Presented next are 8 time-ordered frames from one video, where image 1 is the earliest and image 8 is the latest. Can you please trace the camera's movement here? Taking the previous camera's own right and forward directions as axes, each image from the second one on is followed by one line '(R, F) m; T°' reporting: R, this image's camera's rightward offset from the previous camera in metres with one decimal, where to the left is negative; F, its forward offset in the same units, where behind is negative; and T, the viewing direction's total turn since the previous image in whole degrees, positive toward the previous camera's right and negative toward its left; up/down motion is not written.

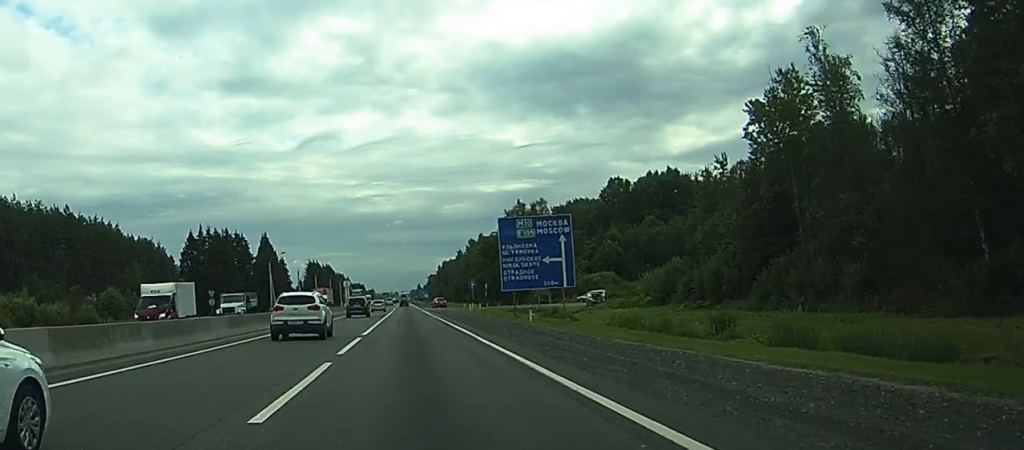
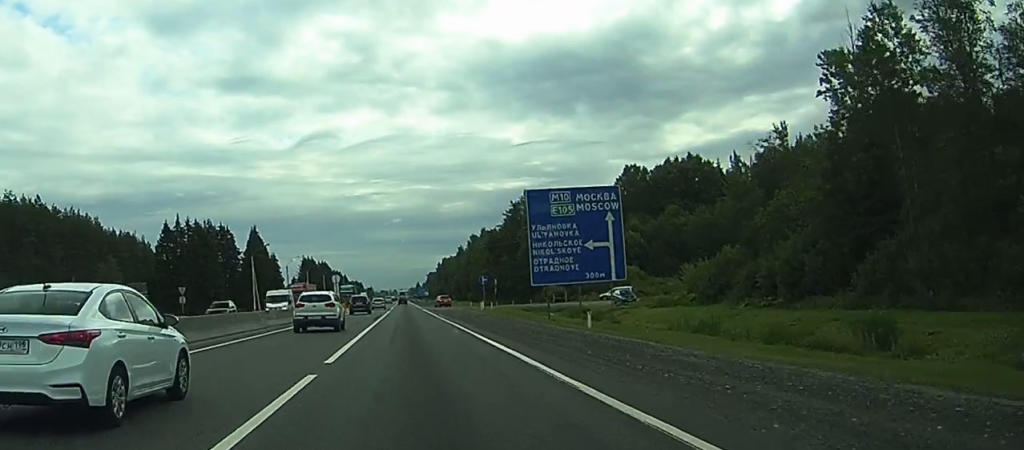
(0.0, +15.5) m; 0°
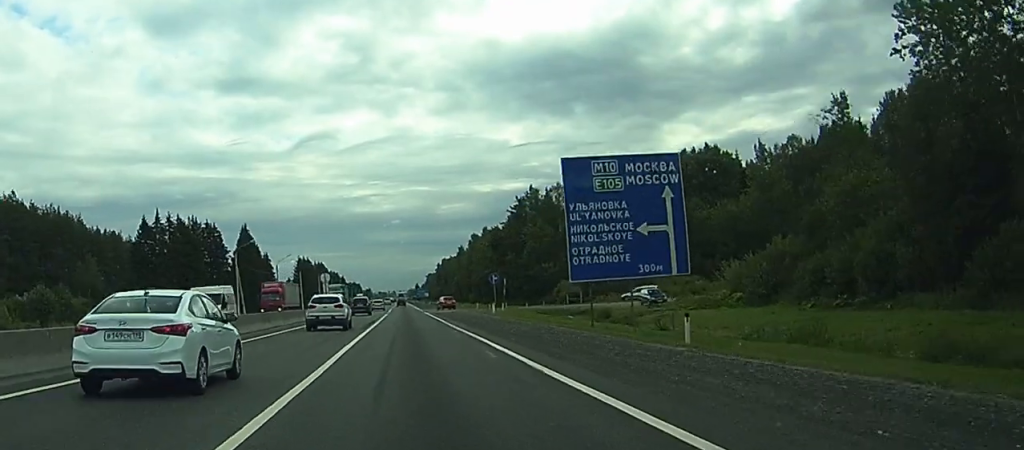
(0.0, +11.6) m; 0°
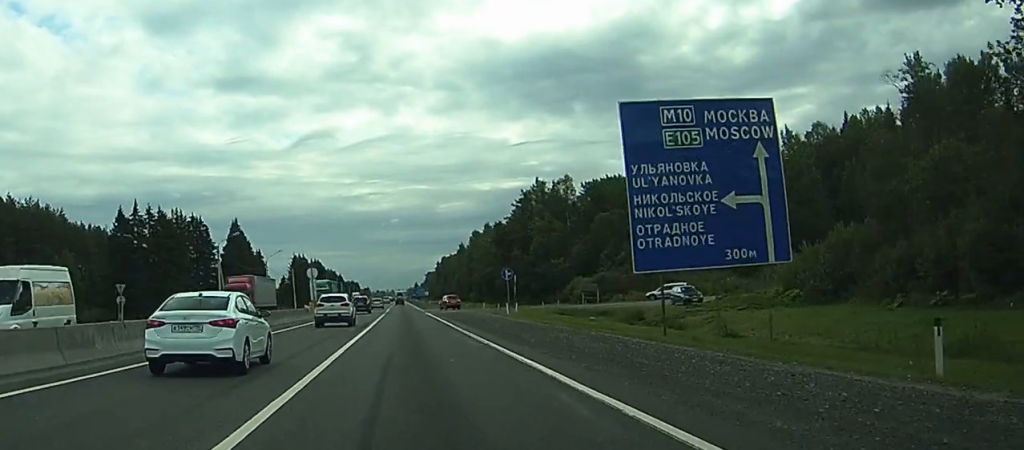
(0.0, +10.9) m; 0°
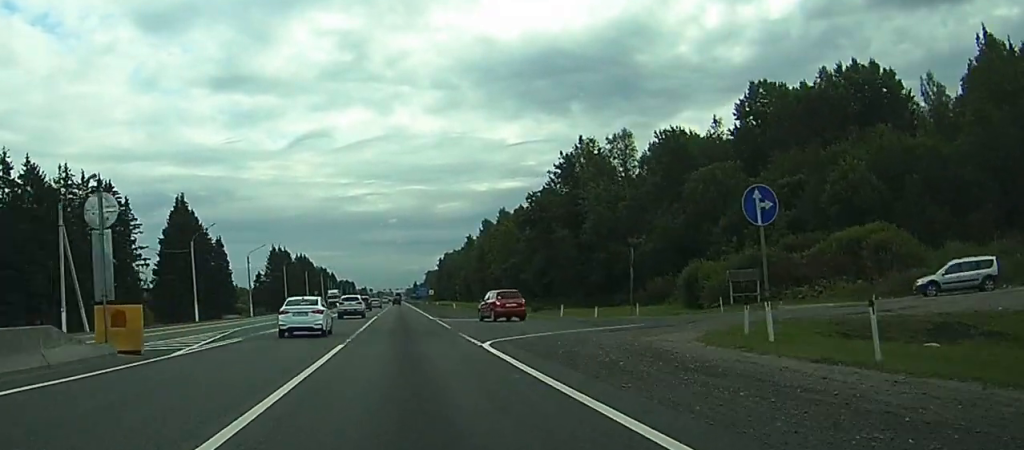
(+0.4, +49.9) m; +1°
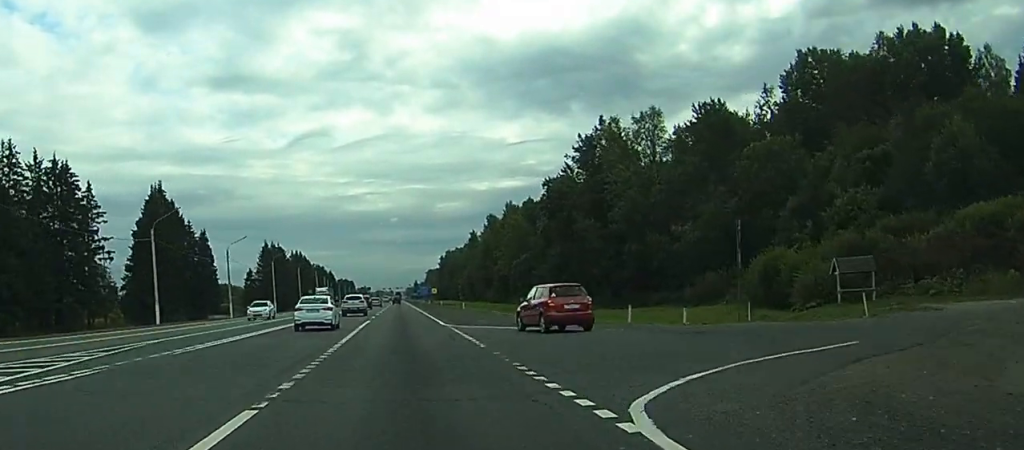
(+0.1, +15.1) m; 0°
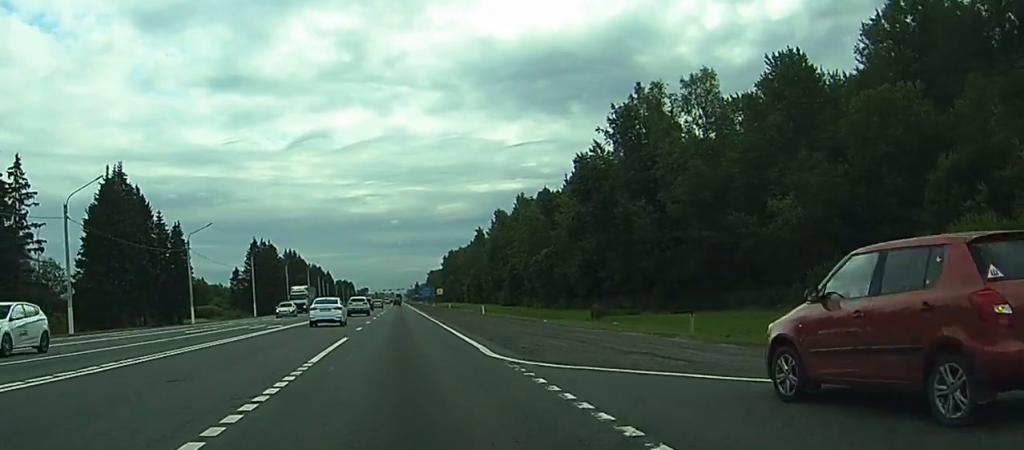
(0.0, +21.0) m; 0°
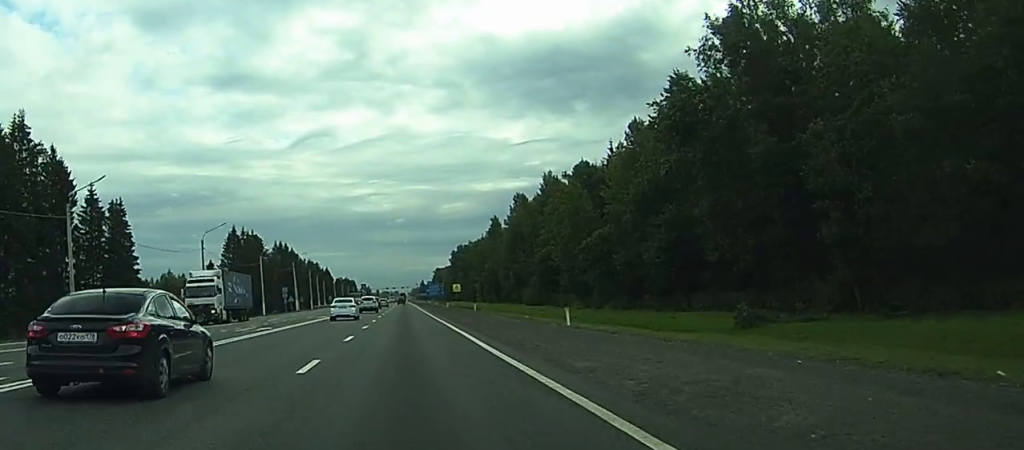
(-0.2, +34.0) m; -1°
